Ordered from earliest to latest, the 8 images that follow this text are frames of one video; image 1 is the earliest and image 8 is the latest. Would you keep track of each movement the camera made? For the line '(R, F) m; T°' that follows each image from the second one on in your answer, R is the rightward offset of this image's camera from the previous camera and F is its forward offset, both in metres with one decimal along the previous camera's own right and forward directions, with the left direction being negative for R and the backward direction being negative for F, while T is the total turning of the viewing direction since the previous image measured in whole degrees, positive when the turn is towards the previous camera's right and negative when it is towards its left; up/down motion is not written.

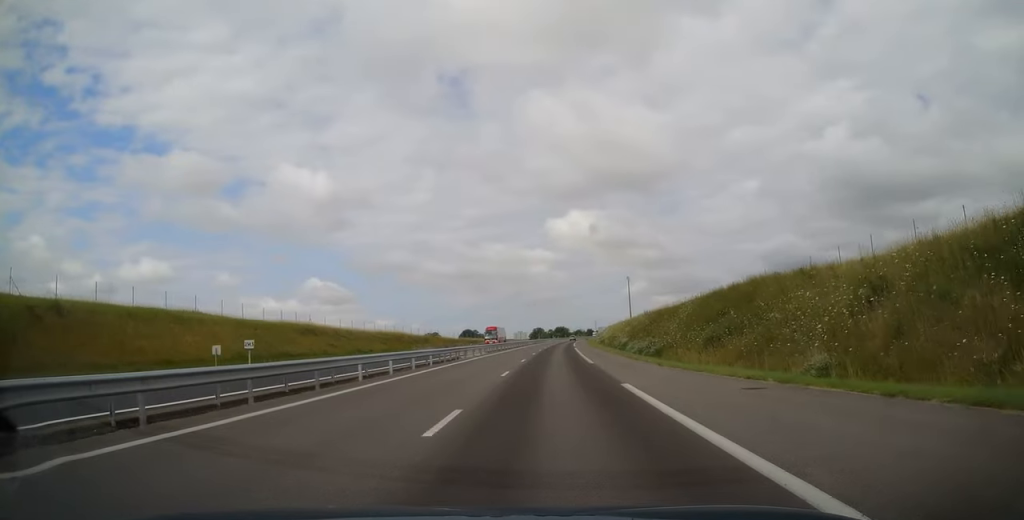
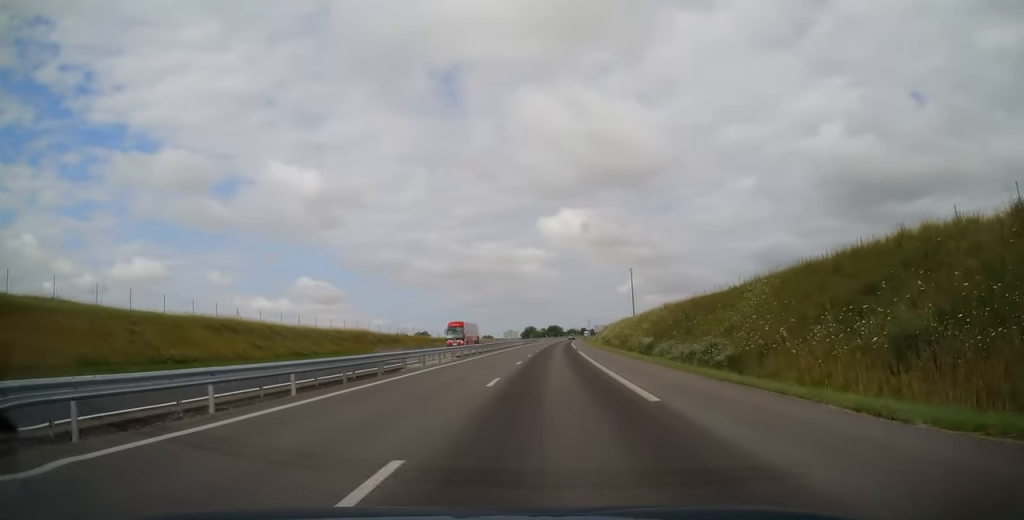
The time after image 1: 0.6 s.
(0.0, +17.6) m; 0°
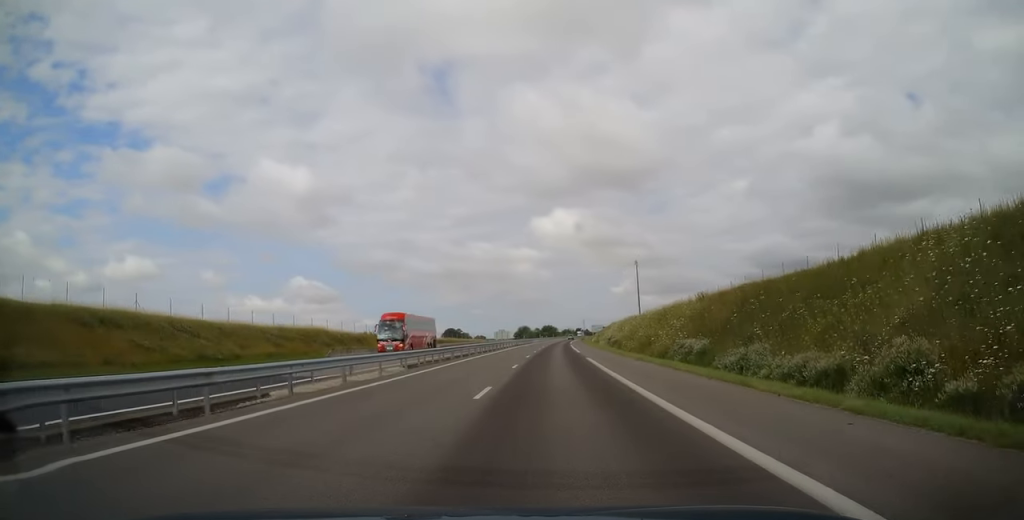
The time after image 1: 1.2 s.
(0.0, +16.1) m; 0°
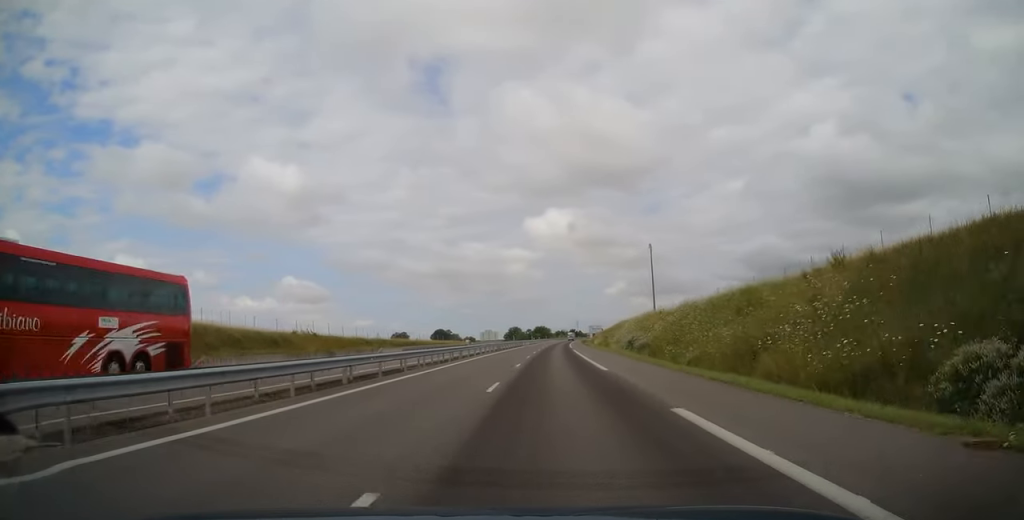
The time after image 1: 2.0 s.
(+0.2, +23.9) m; +1°
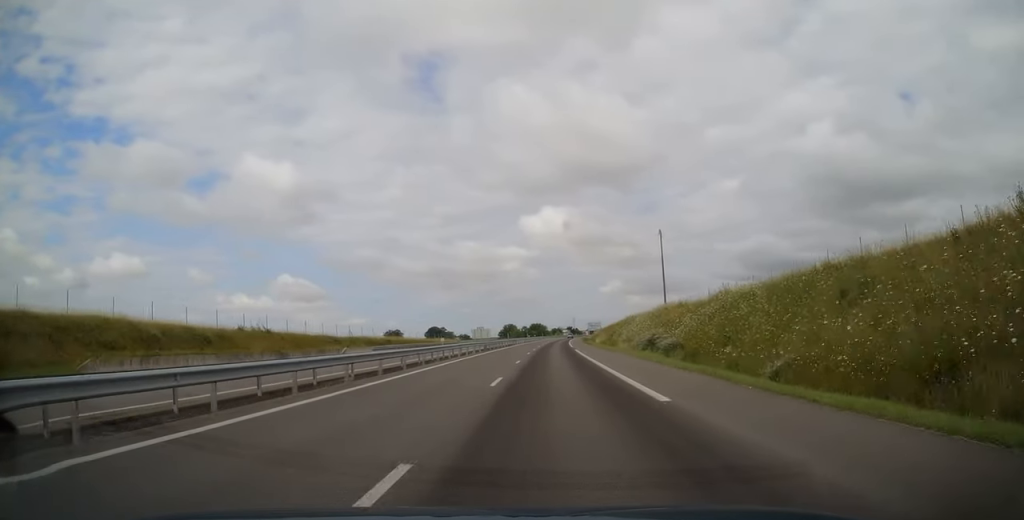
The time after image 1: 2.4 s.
(0.0, +11.8) m; +1°
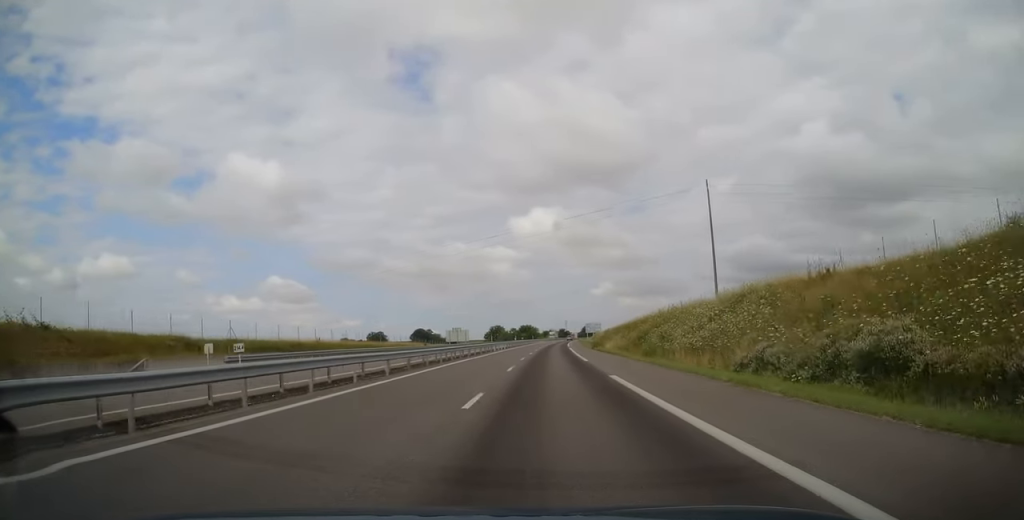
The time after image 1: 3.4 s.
(+0.5, +30.4) m; +1°
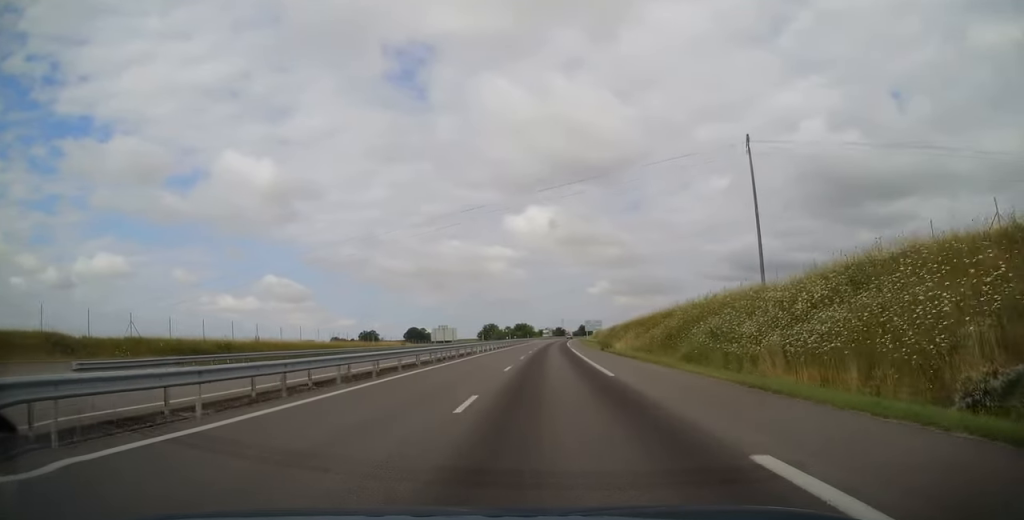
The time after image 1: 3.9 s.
(0.0, +13.7) m; 0°
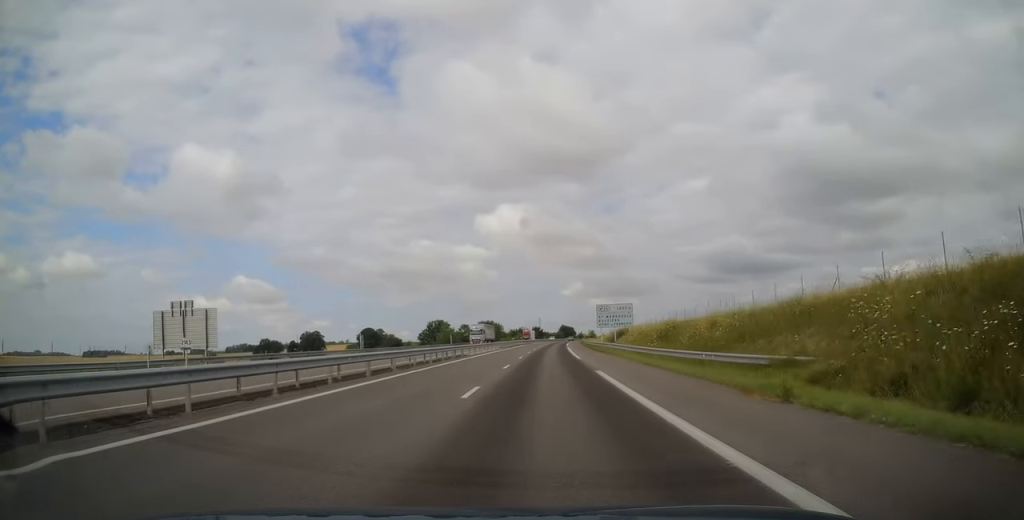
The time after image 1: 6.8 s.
(+1.2, +87.3) m; +2°
